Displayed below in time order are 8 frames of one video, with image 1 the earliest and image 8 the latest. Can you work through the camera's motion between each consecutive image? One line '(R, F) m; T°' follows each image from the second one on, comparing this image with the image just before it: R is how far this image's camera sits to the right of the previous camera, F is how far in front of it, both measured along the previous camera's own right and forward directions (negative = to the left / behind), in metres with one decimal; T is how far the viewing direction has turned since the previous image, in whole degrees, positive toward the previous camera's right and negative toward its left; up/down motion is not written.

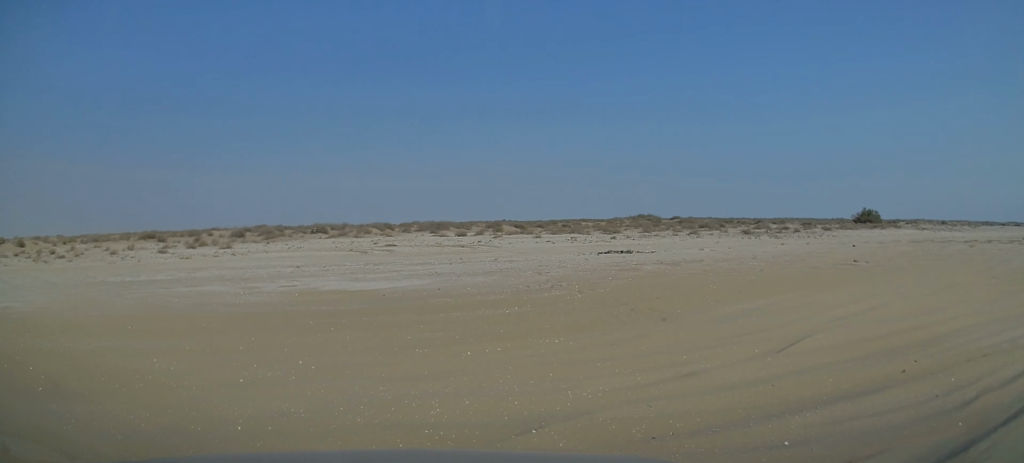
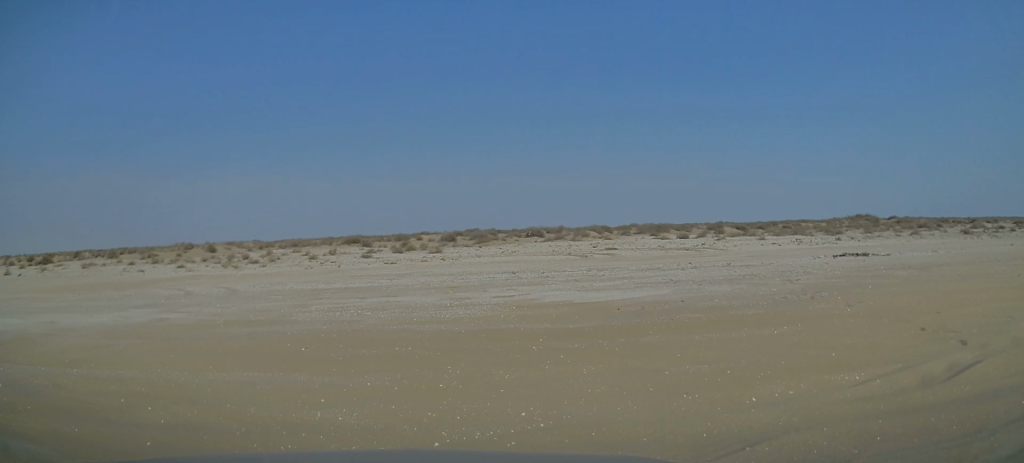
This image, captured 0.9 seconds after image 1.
(-0.2, +2.1) m; -14°
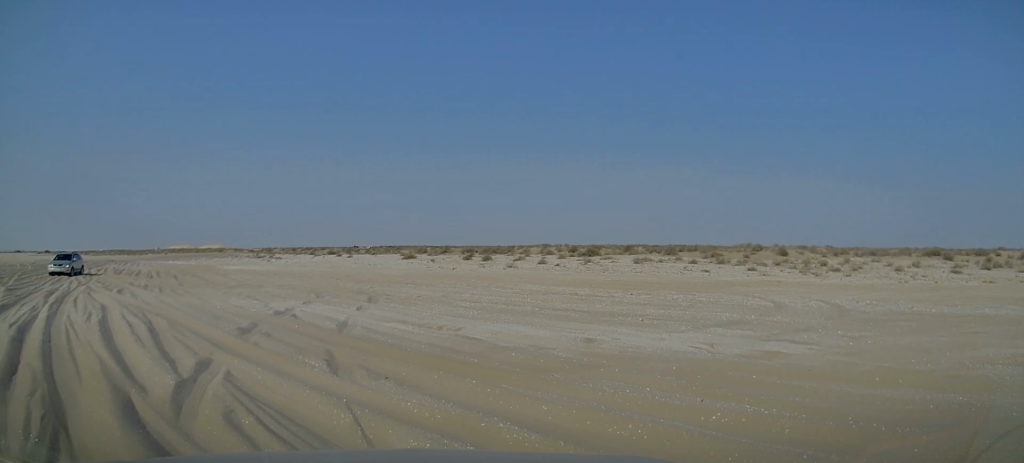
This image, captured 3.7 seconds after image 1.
(-2.7, +3.6) m; -64°
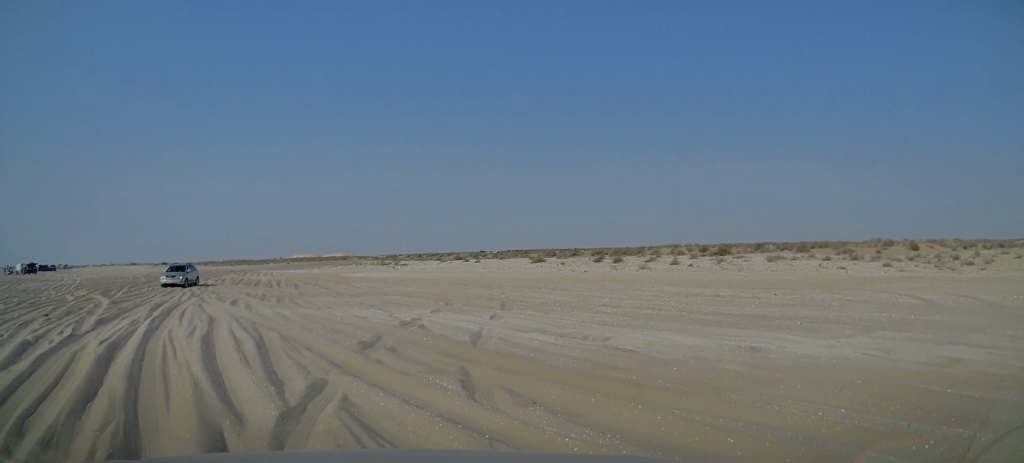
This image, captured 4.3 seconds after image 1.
(-0.1, +1.1) m; -9°
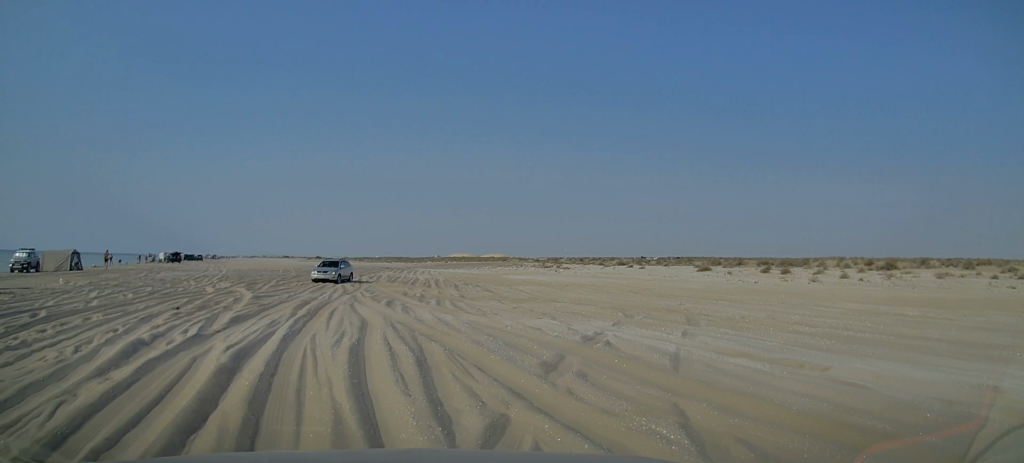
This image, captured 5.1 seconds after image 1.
(-0.2, +1.5) m; -8°
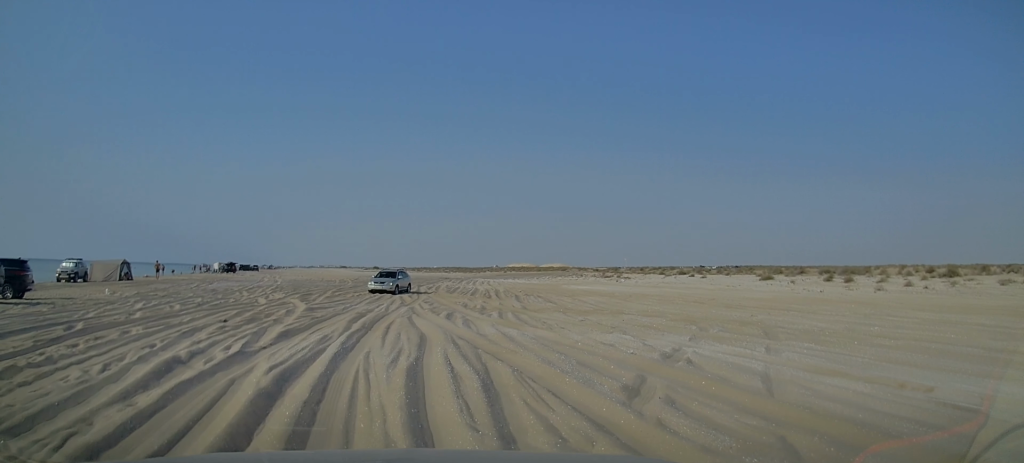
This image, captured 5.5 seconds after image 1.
(-0.1, +0.9) m; -4°
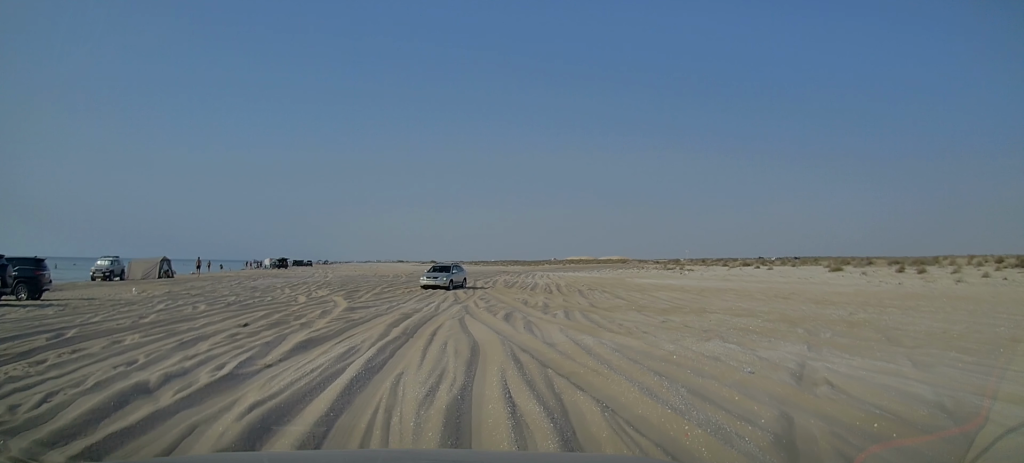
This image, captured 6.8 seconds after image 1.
(0.0, +2.6) m; -2°
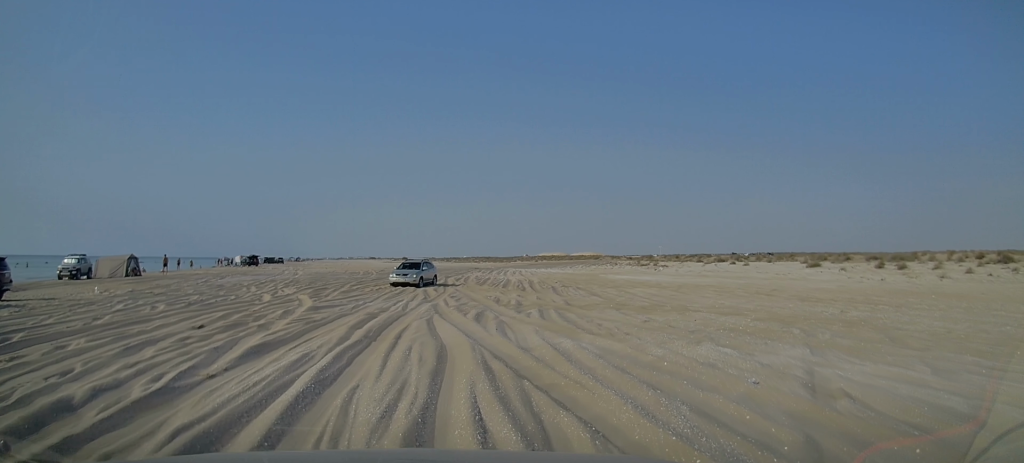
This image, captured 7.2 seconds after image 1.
(0.0, +1.0) m; -2°
